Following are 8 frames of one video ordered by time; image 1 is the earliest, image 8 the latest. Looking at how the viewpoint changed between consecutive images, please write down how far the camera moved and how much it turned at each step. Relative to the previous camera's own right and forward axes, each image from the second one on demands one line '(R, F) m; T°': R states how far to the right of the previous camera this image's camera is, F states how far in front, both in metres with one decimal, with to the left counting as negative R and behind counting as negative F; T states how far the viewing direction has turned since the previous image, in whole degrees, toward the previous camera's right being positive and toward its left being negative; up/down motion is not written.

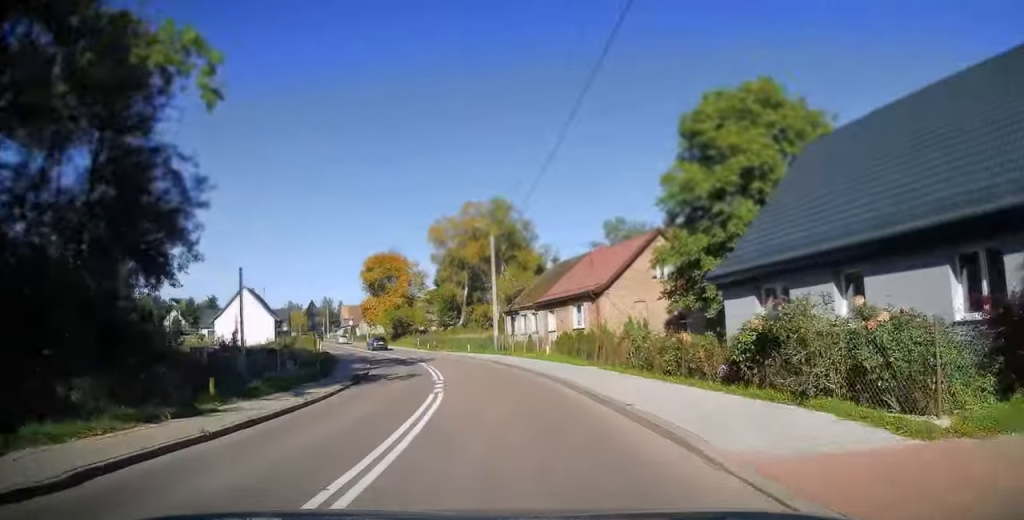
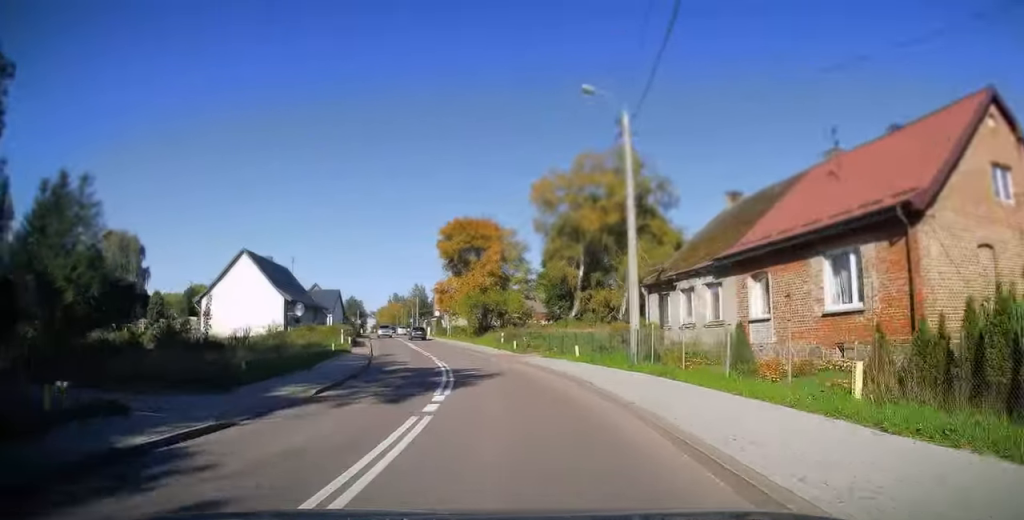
(-1.1, +24.0) m; -10°
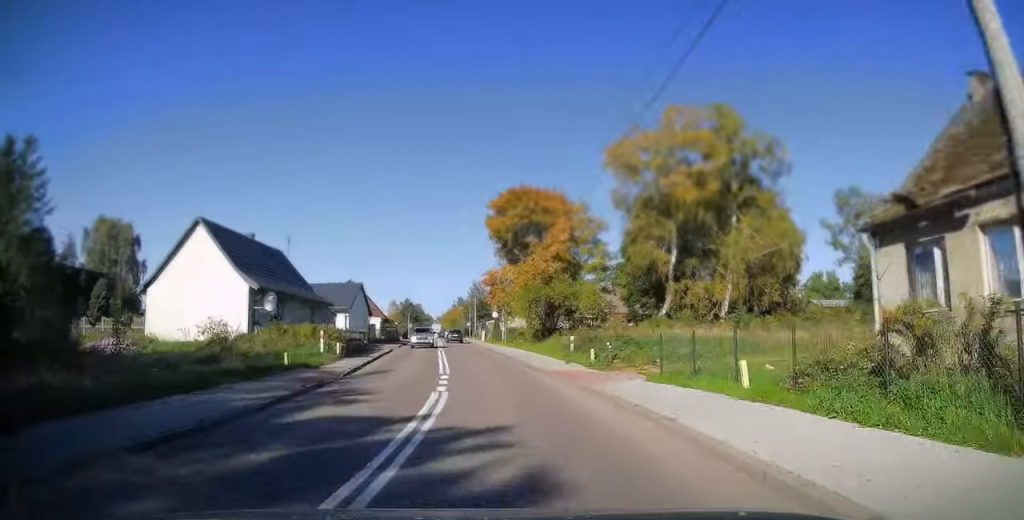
(-2.0, +15.1) m; -6°
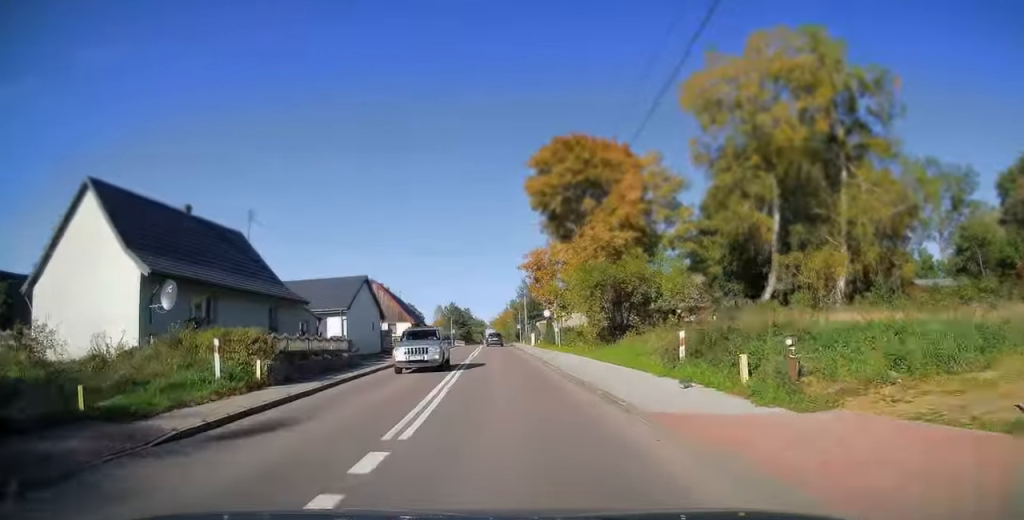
(-0.5, +13.1) m; -5°
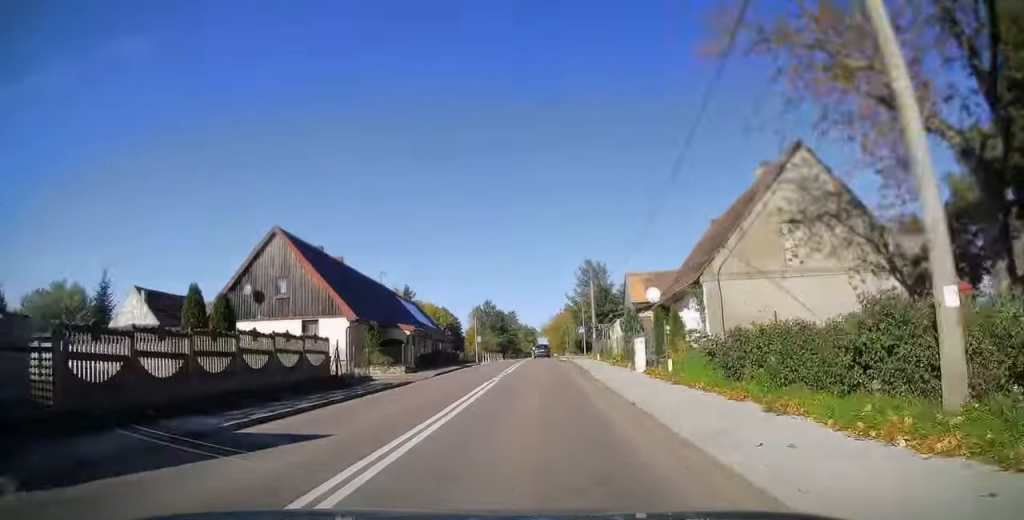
(-3.9, +37.8) m; -7°
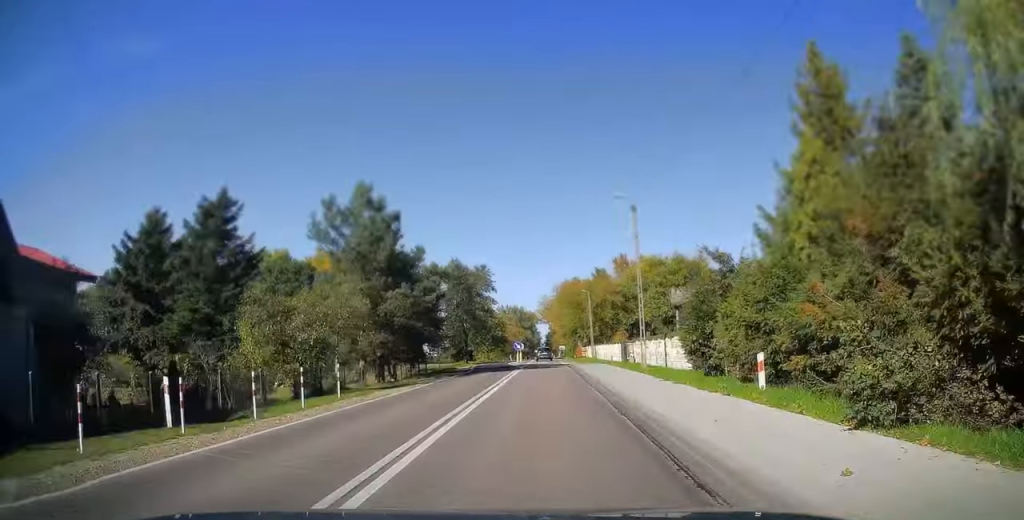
(+0.5, +75.0) m; +1°
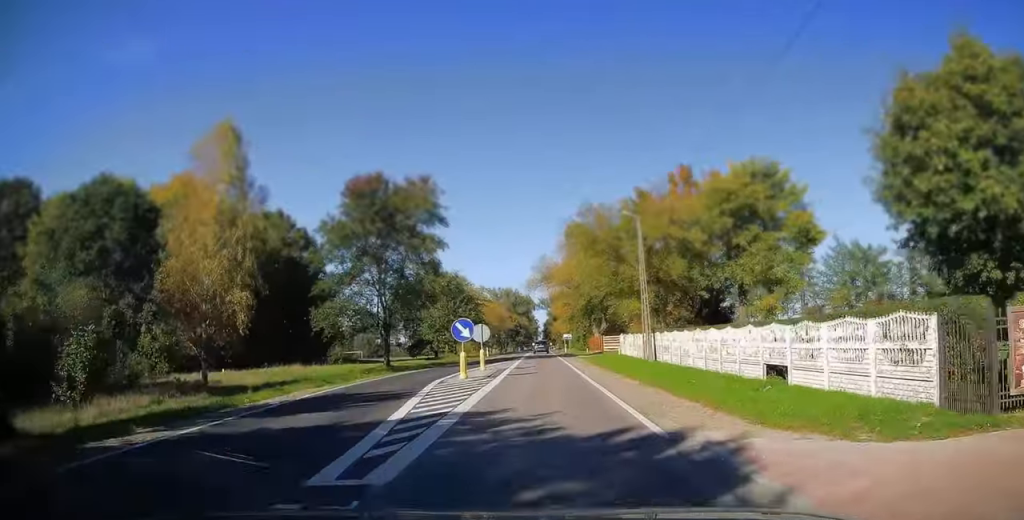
(+0.1, +40.2) m; 0°
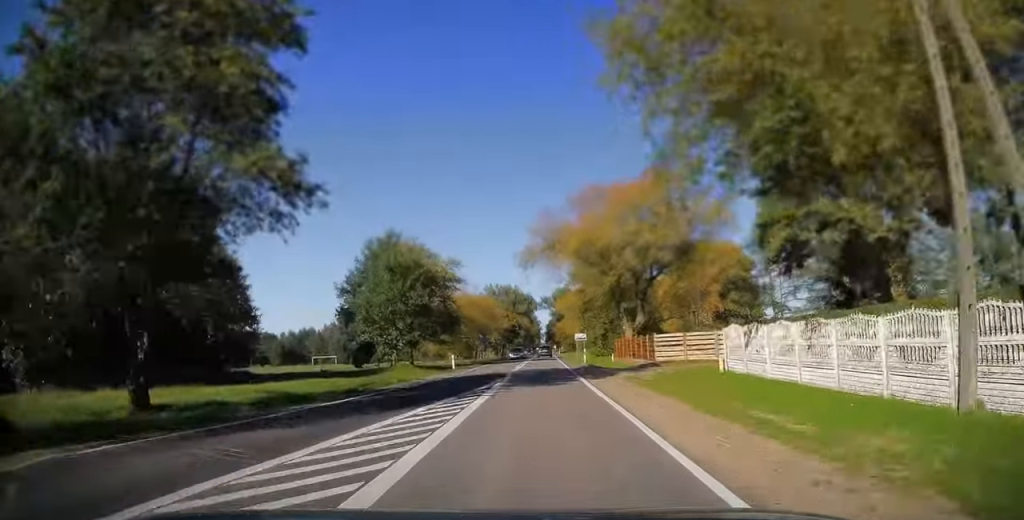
(0.0, +27.7) m; 0°
